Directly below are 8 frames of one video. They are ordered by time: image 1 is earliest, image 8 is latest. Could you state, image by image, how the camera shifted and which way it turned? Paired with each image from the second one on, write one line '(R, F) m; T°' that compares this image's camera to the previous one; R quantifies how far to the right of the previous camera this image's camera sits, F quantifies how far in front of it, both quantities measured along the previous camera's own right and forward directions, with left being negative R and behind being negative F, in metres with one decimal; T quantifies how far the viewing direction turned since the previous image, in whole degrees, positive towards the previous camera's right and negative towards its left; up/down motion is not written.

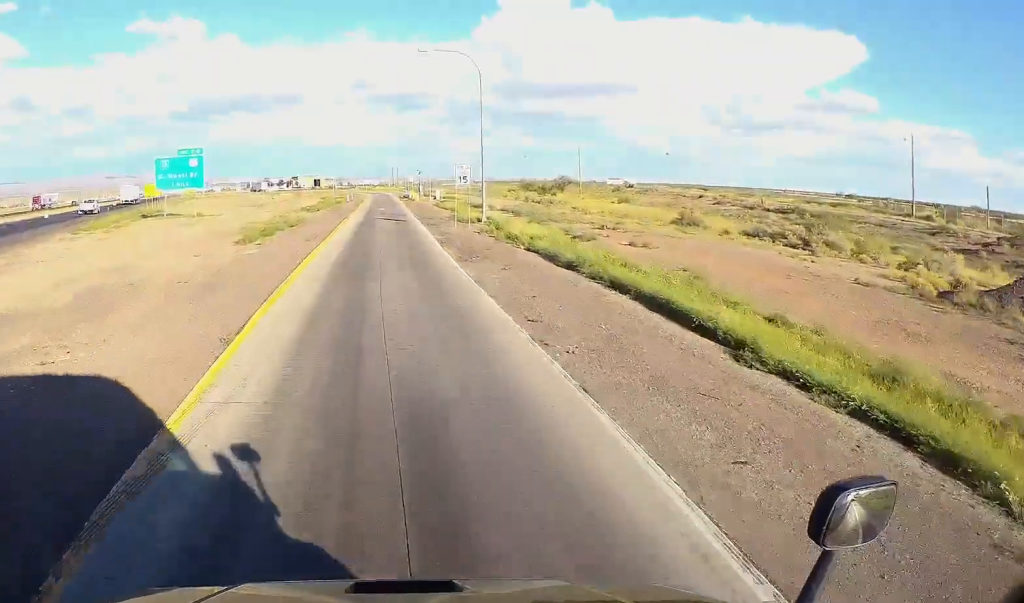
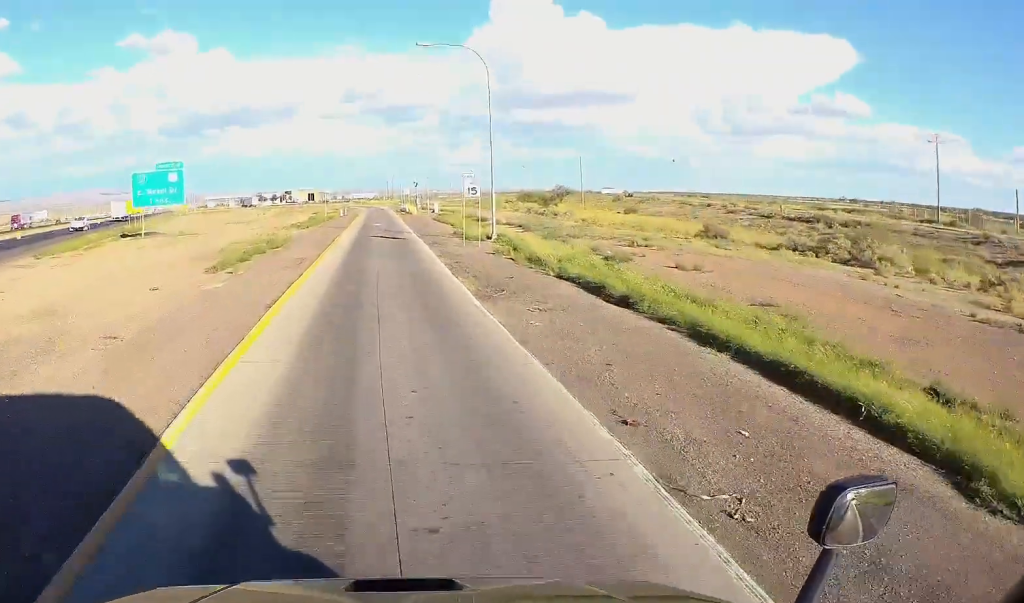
(0.0, +6.2) m; 0°
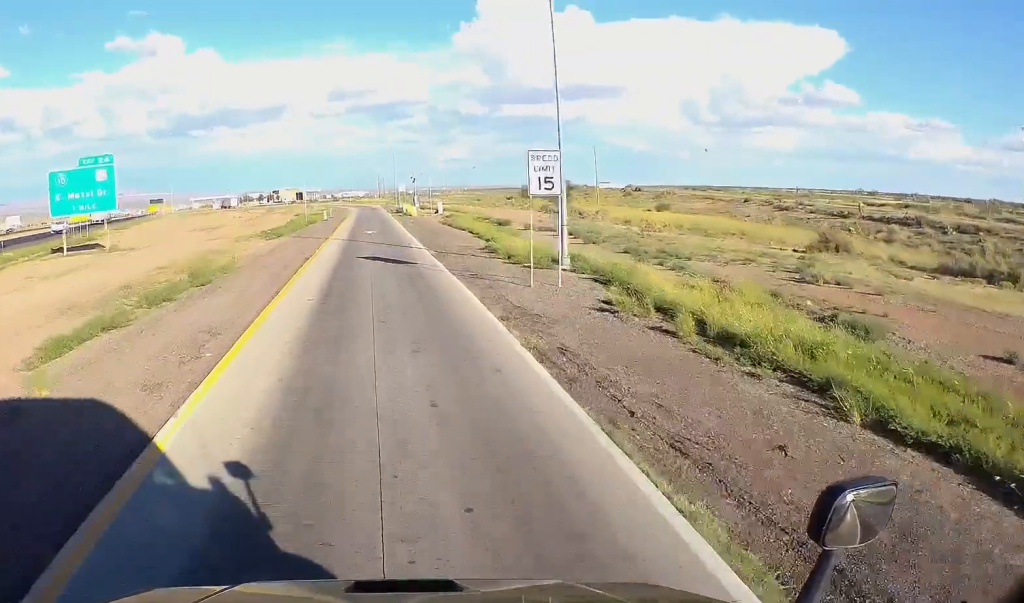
(0.0, +17.4) m; +1°
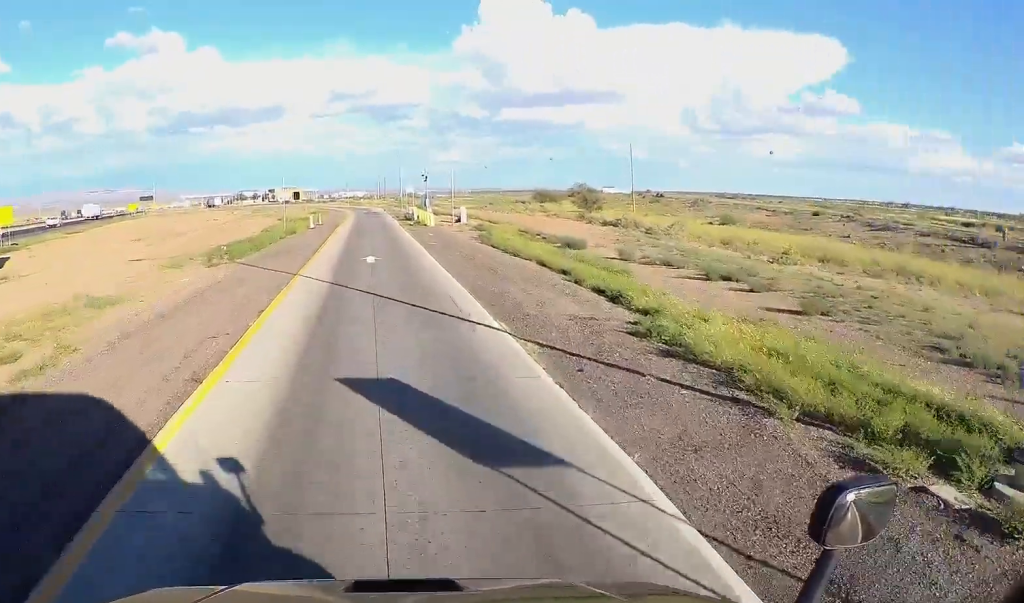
(+0.5, +20.2) m; +2°
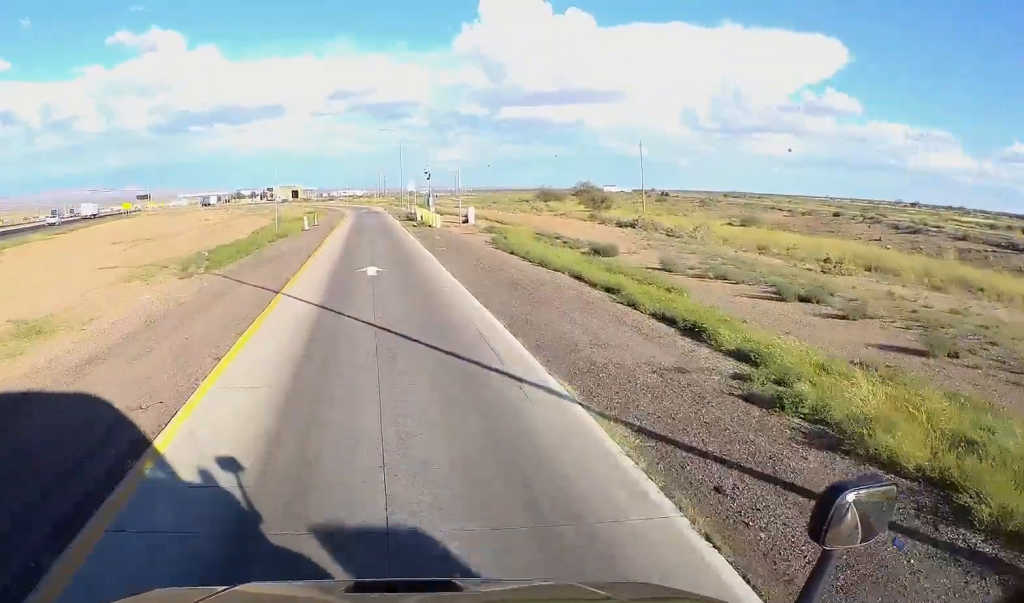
(0.0, +5.1) m; 0°
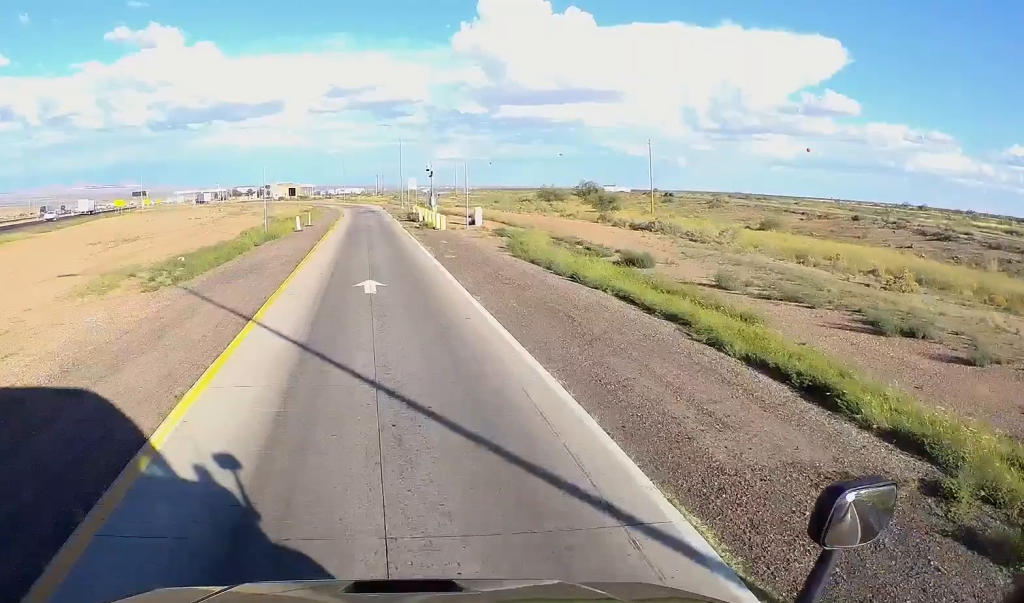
(0.0, +4.7) m; 0°
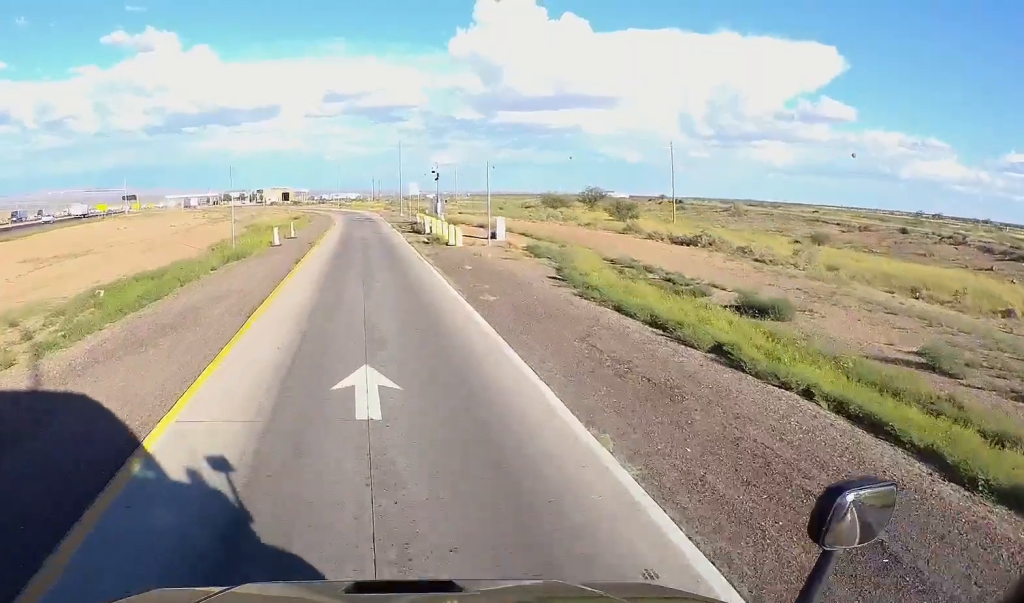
(0.0, +10.7) m; +1°
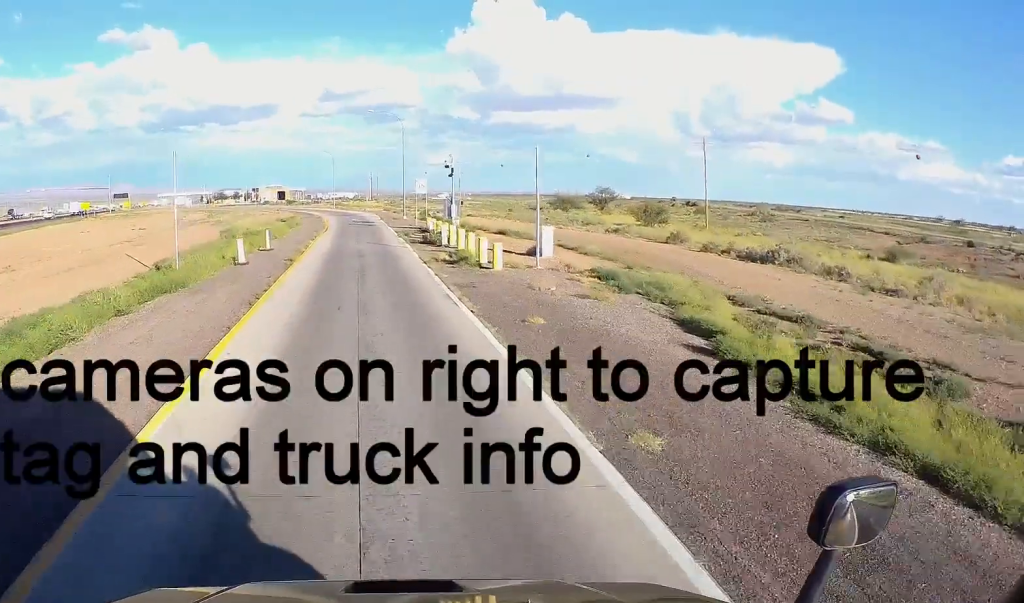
(+0.3, +11.7) m; +2°
